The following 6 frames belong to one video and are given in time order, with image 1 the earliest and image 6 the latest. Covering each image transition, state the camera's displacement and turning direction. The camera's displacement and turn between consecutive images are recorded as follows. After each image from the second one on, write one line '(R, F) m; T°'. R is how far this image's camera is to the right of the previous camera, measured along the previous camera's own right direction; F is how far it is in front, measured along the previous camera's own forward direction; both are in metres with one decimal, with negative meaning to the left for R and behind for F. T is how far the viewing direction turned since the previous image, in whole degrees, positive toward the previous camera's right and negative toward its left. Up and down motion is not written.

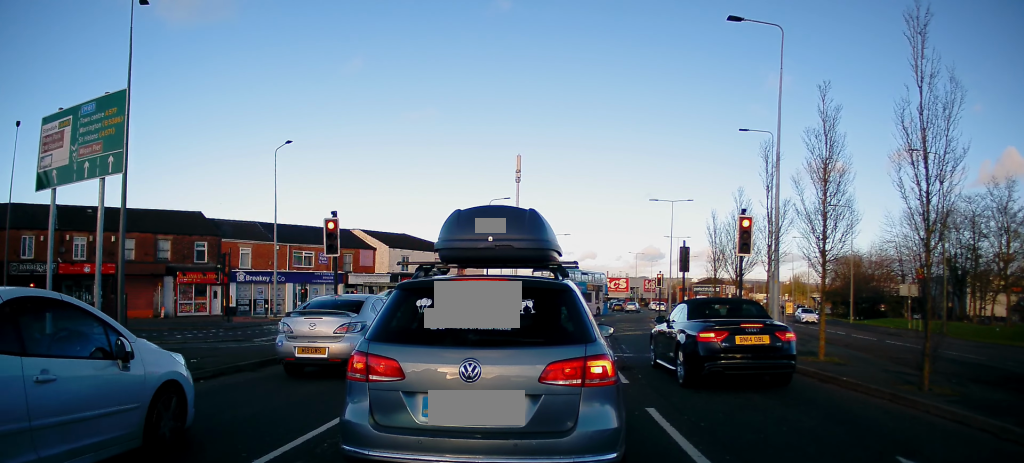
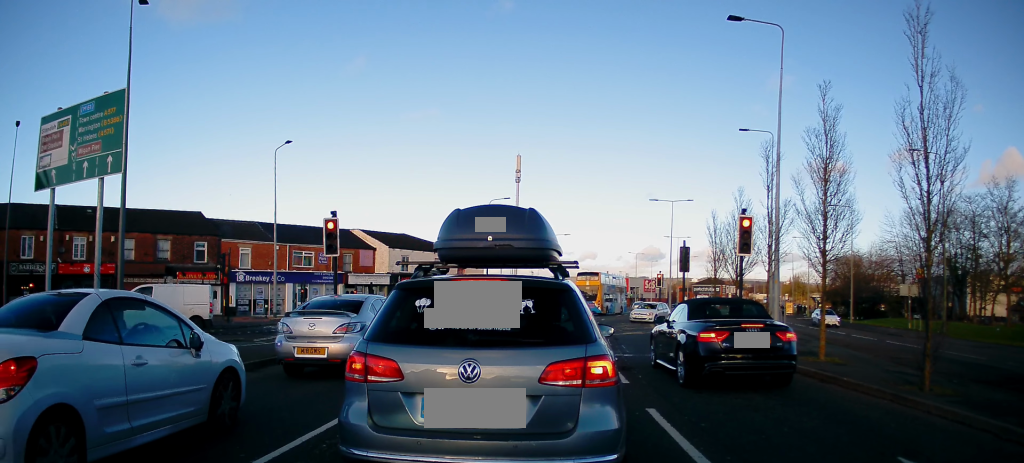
(0.0, 0.0) m; 0°
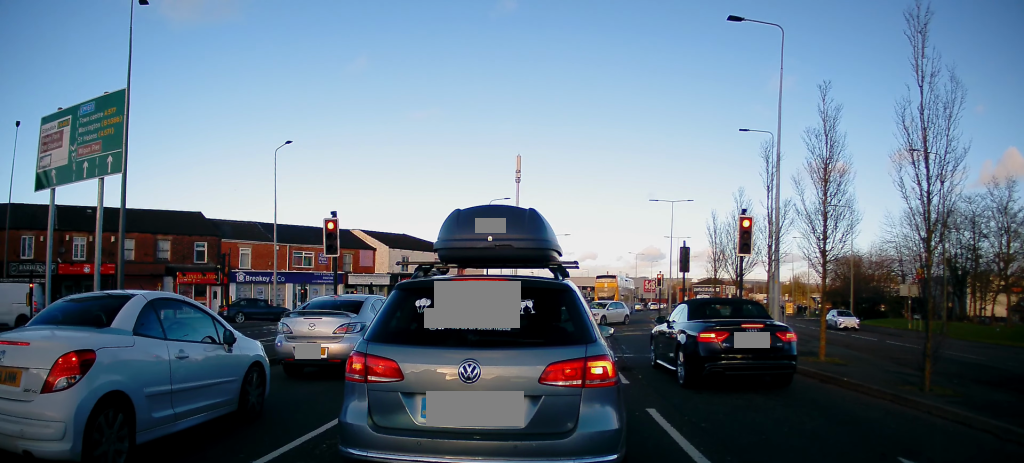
(0.0, 0.0) m; 0°
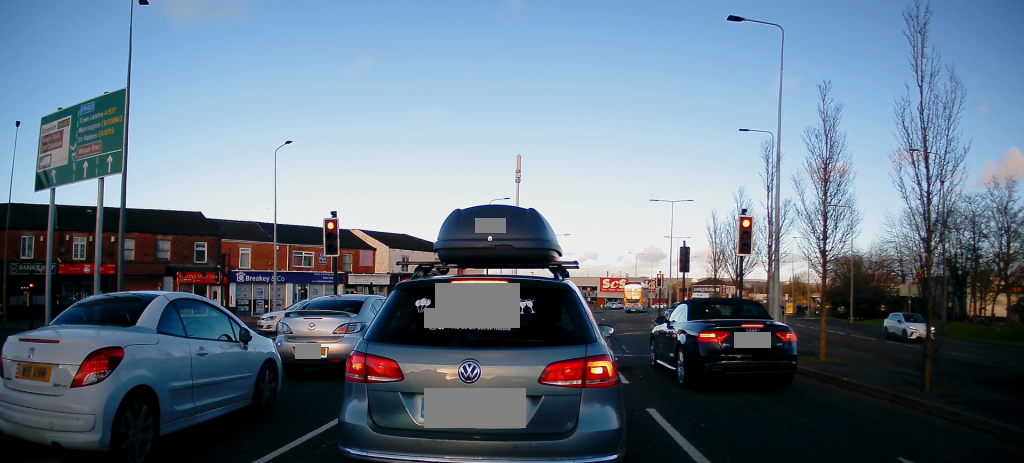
(0.0, 0.0) m; 0°
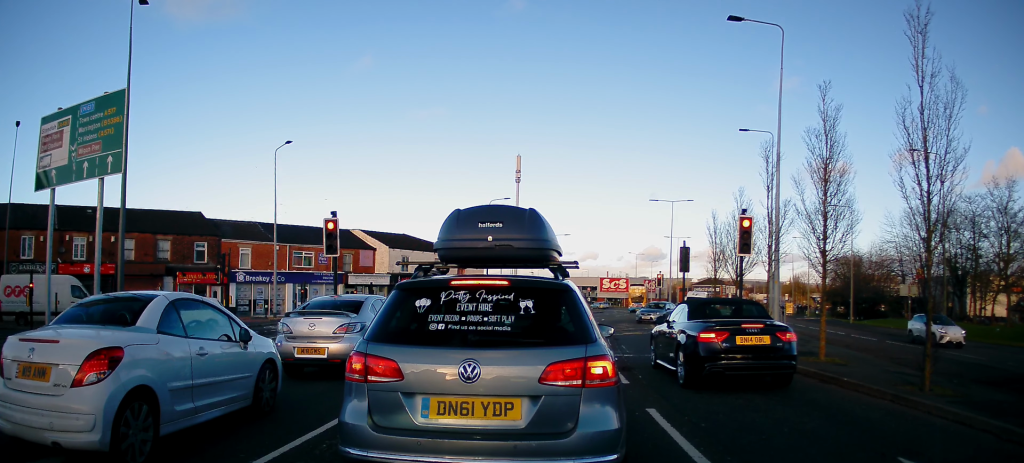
(0.0, 0.0) m; 0°
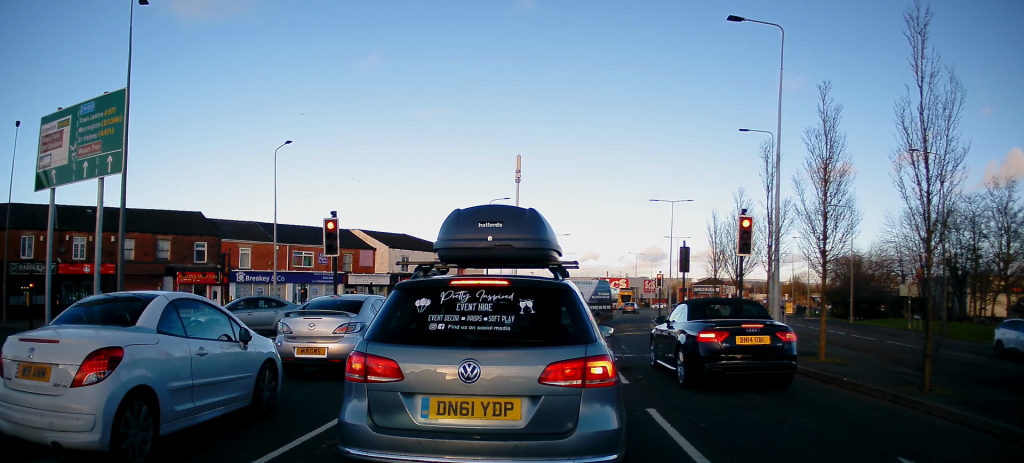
(0.0, 0.0) m; 0°
